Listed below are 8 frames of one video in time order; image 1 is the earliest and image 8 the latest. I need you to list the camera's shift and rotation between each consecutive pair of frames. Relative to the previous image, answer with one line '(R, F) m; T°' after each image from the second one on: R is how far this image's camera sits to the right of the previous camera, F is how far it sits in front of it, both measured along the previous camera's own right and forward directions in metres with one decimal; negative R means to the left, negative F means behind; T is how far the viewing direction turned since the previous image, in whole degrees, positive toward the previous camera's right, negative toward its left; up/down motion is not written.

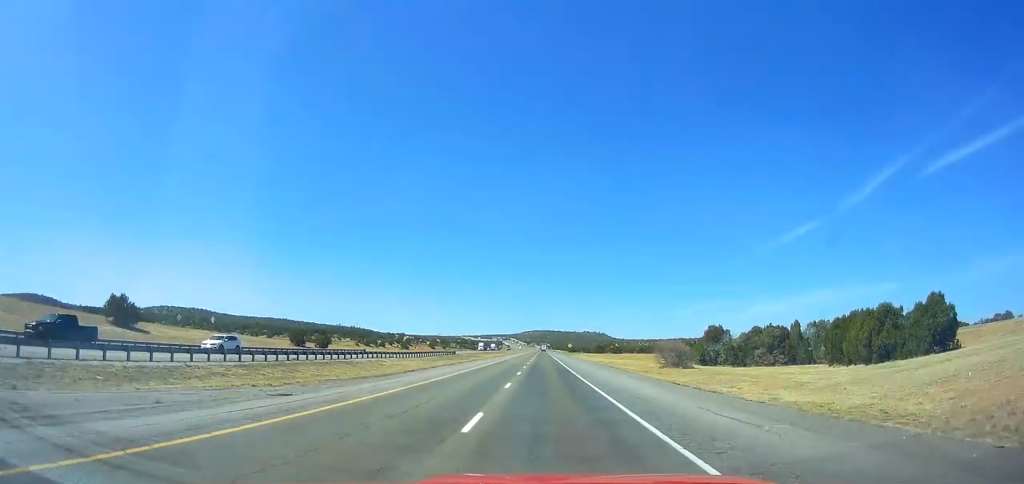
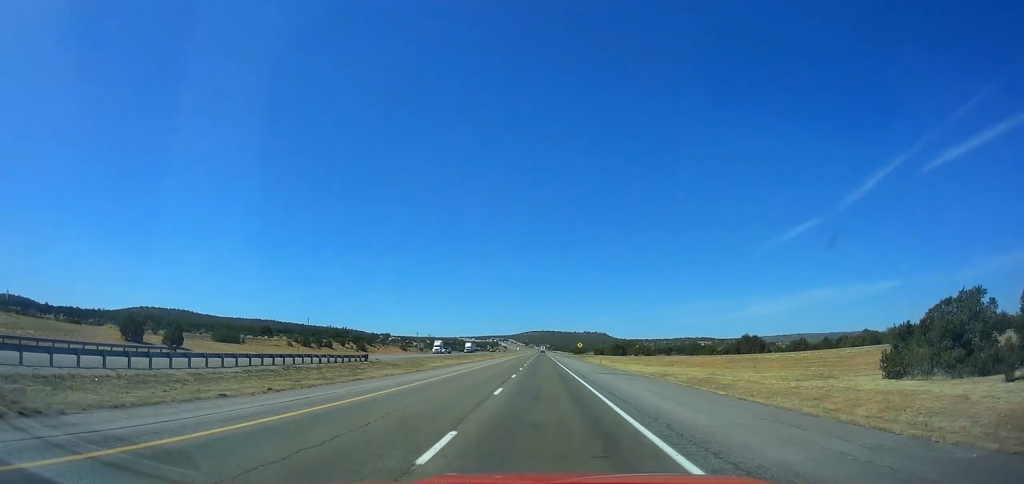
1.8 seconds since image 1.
(+0.5, +64.1) m; 0°
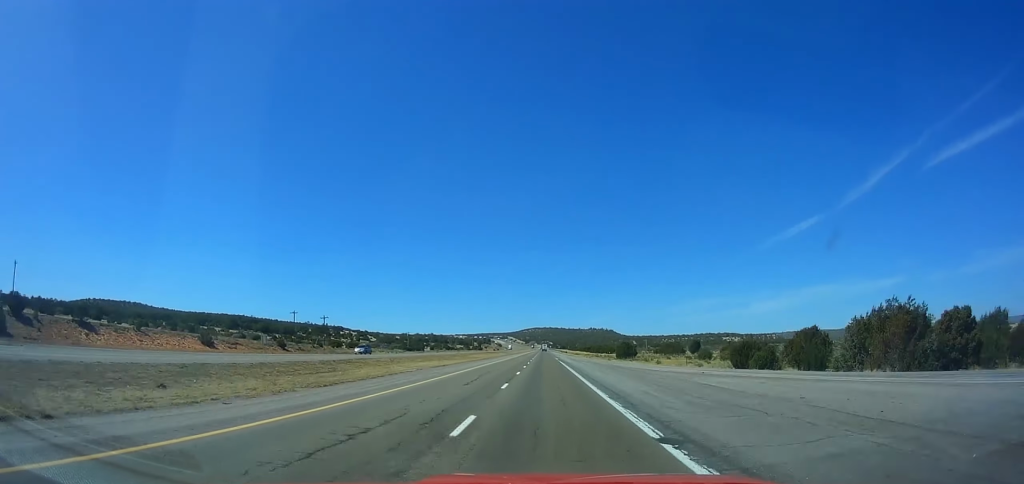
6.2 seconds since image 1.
(-0.5, +156.4) m; 0°
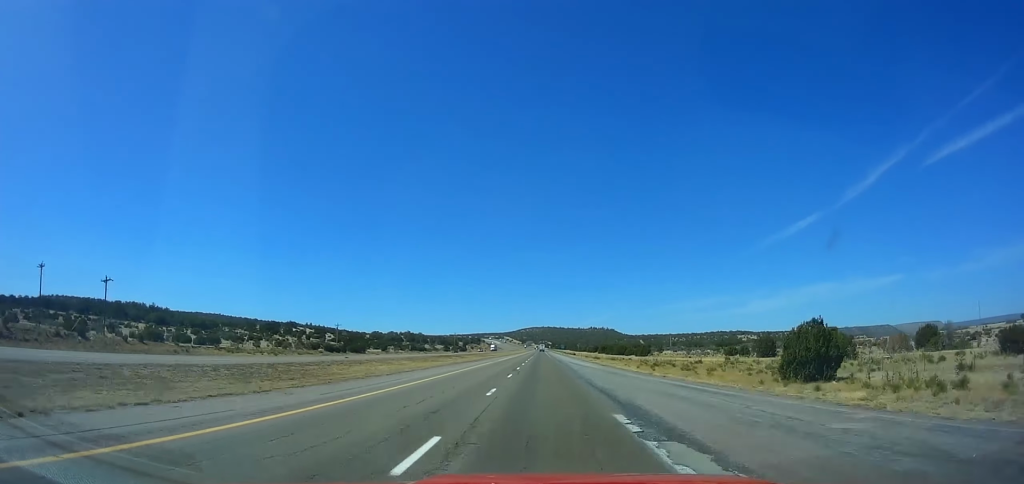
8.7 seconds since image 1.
(+0.7, +88.6) m; 0°
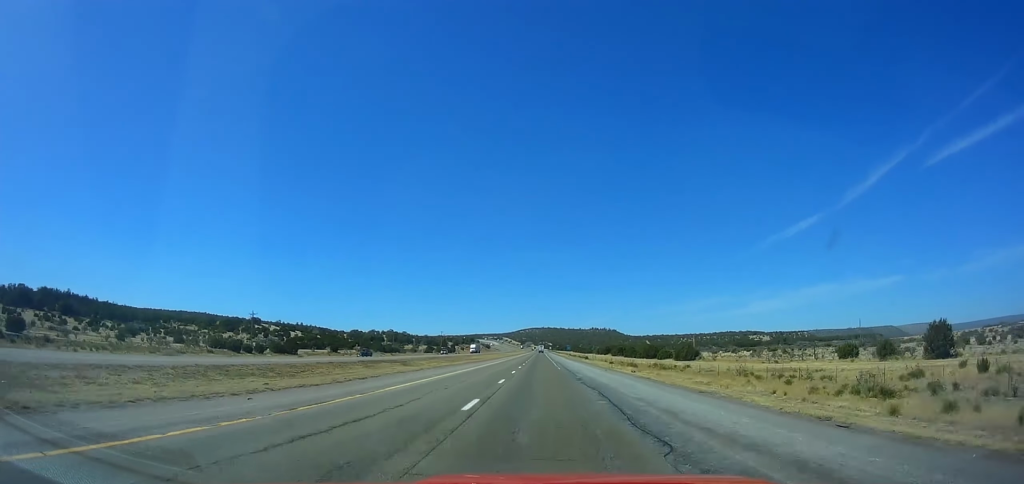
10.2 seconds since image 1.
(-0.5, +53.2) m; 0°
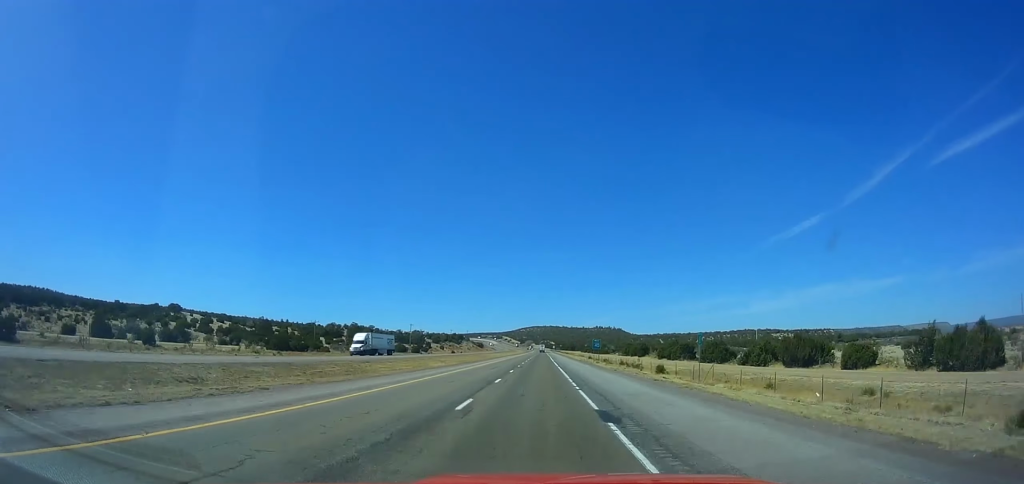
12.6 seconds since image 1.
(-0.1, +85.1) m; 0°
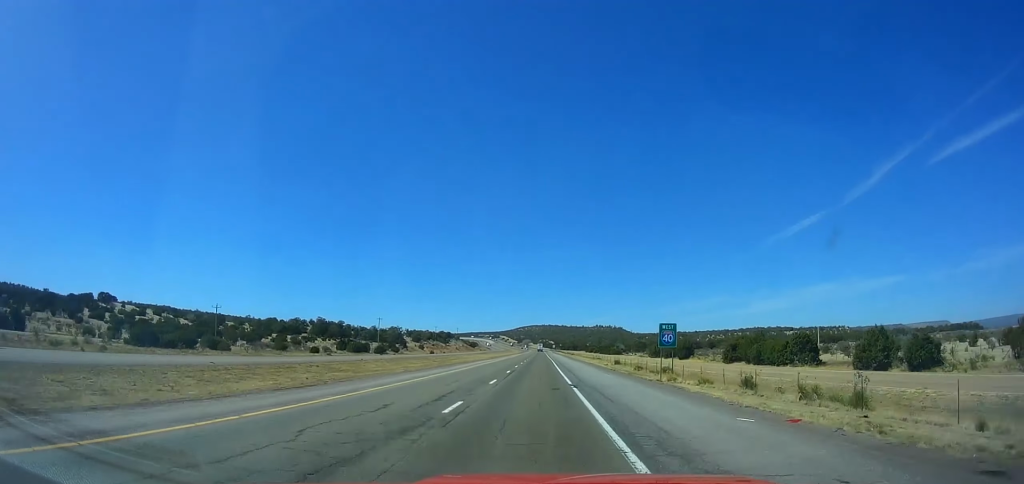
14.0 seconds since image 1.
(+0.4, +49.7) m; 0°
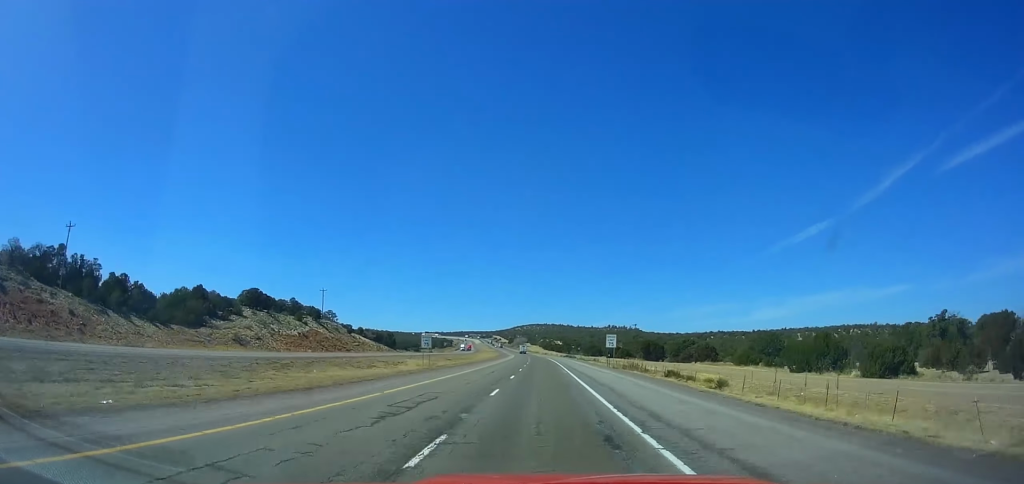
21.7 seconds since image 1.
(-1.4, +272.9) m; 0°
